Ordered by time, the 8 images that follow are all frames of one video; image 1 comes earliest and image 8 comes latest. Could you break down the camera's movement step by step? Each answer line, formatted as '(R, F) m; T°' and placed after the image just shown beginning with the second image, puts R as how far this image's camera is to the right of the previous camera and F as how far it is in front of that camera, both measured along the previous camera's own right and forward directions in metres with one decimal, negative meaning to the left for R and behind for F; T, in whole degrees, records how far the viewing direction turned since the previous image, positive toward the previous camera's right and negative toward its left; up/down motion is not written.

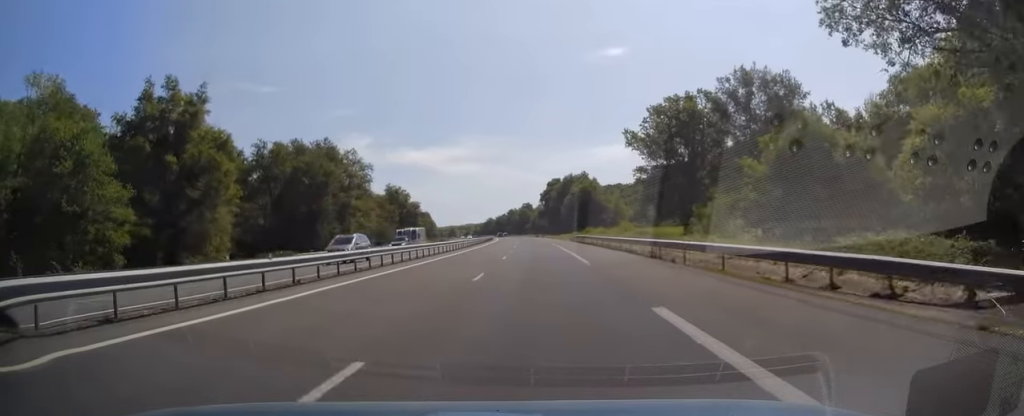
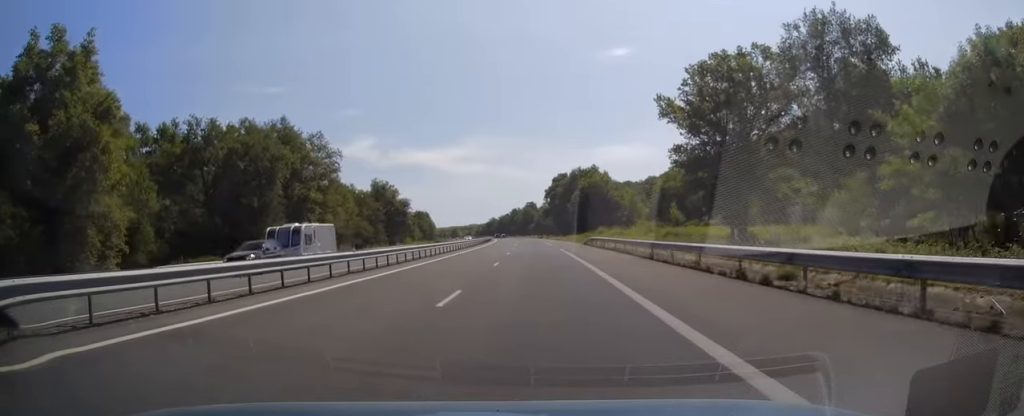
(-0.2, +18.7) m; -1°
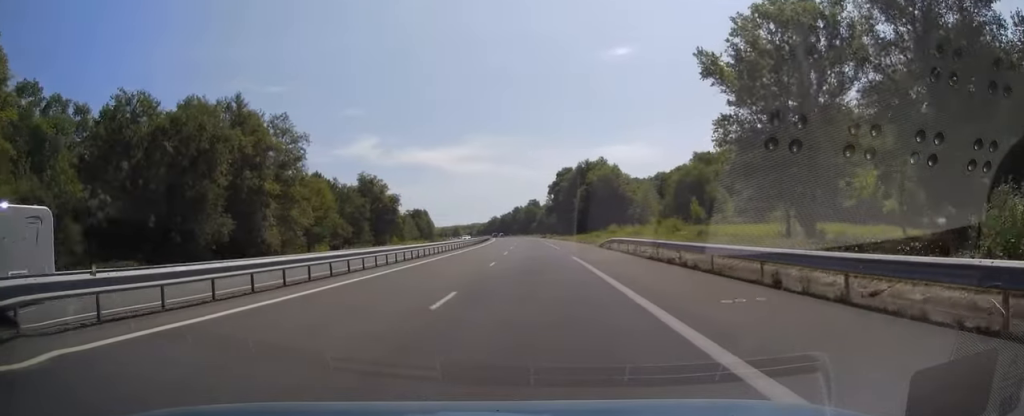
(-0.2, +13.8) m; 0°
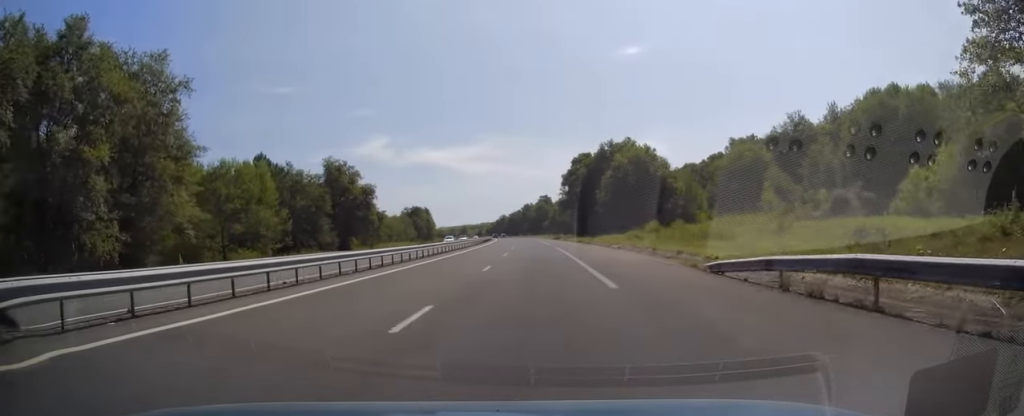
(-0.3, +29.1) m; 0°
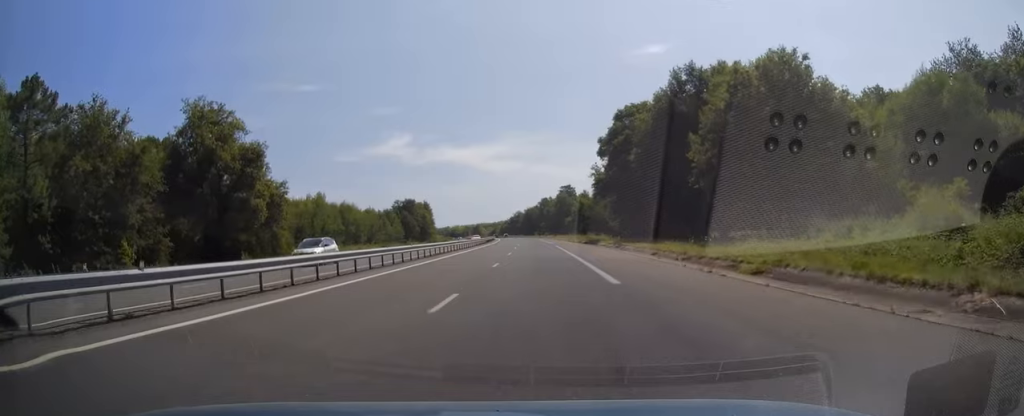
(0.0, +51.0) m; -1°
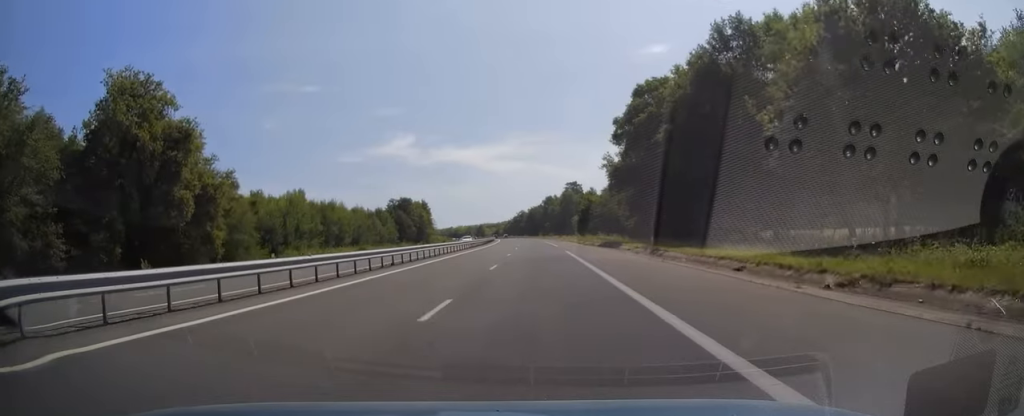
(-0.2, +14.2) m; -1°
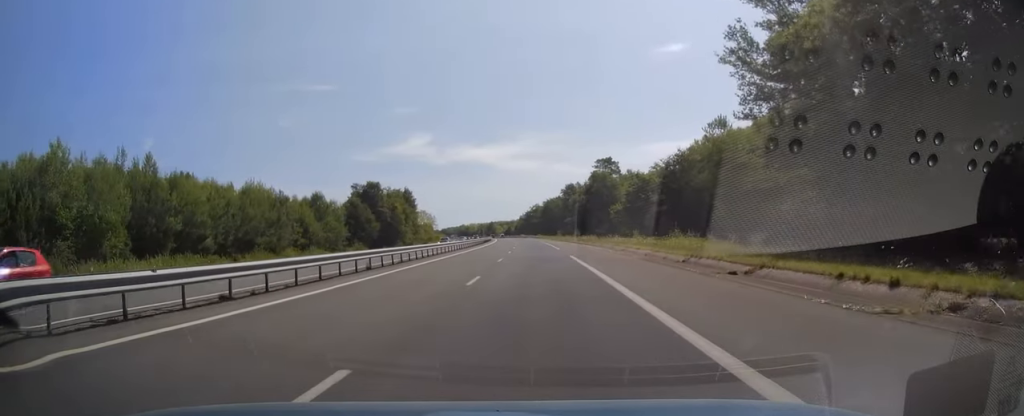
(-1.4, +59.4) m; -2°
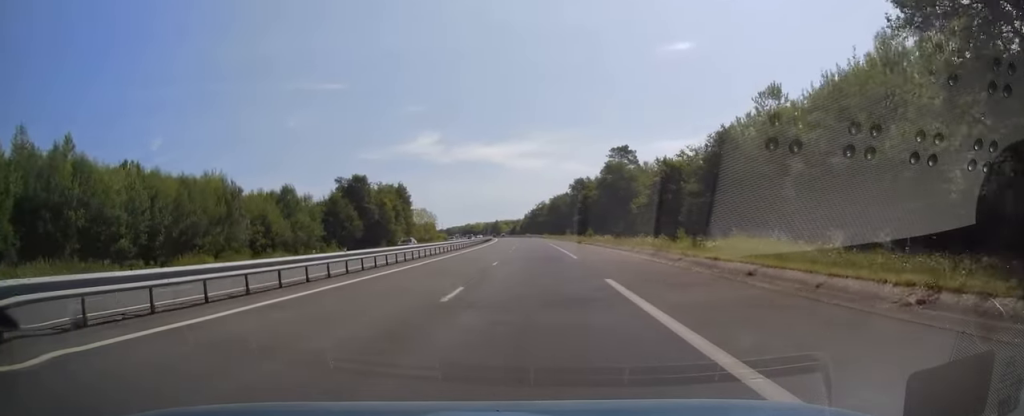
(0.0, +17.2) m; -1°
